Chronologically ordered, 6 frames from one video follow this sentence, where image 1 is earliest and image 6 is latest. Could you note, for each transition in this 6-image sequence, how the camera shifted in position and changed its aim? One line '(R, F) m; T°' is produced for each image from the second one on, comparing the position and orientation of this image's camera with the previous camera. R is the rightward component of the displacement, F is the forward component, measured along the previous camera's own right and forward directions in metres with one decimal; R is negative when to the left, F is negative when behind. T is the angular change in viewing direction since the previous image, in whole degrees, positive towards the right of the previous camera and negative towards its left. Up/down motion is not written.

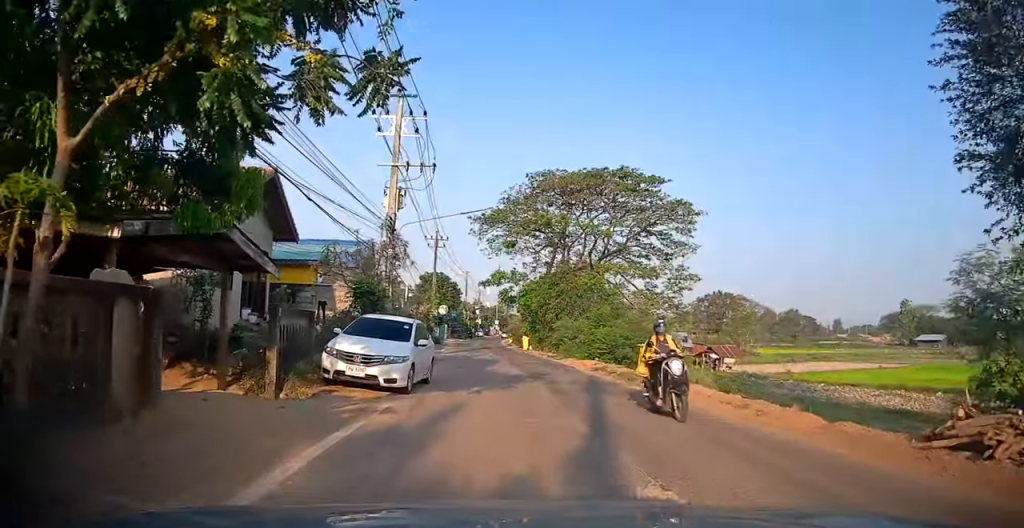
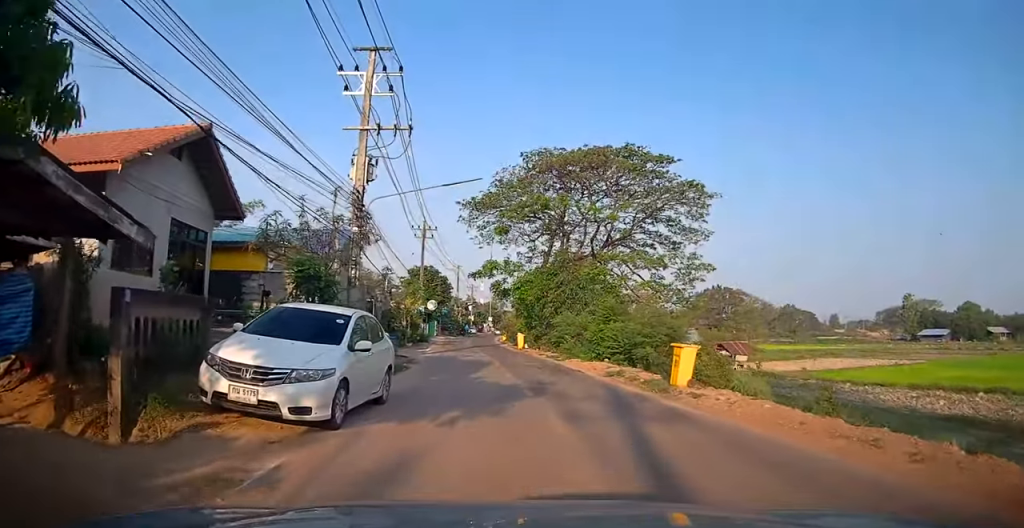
(0.0, +4.2) m; -1°
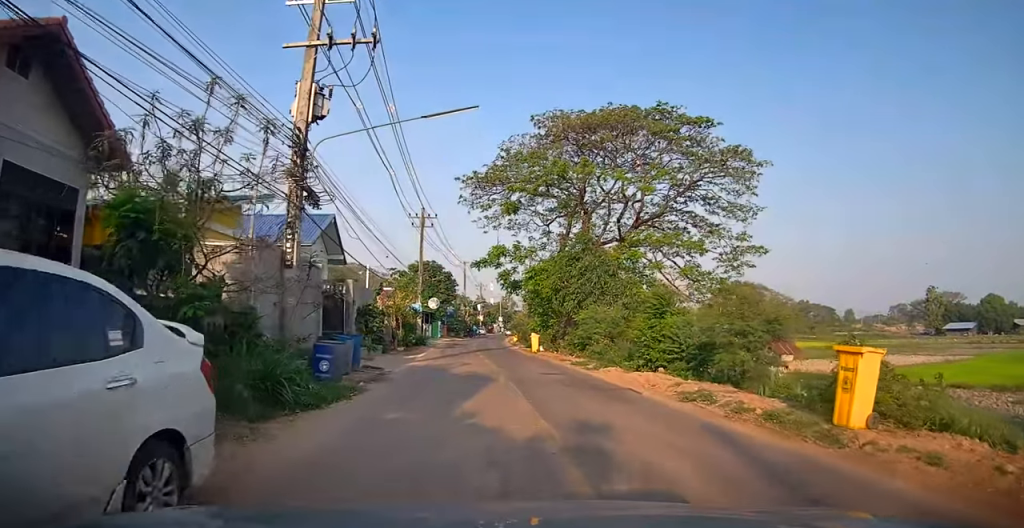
(-0.1, +6.1) m; -1°
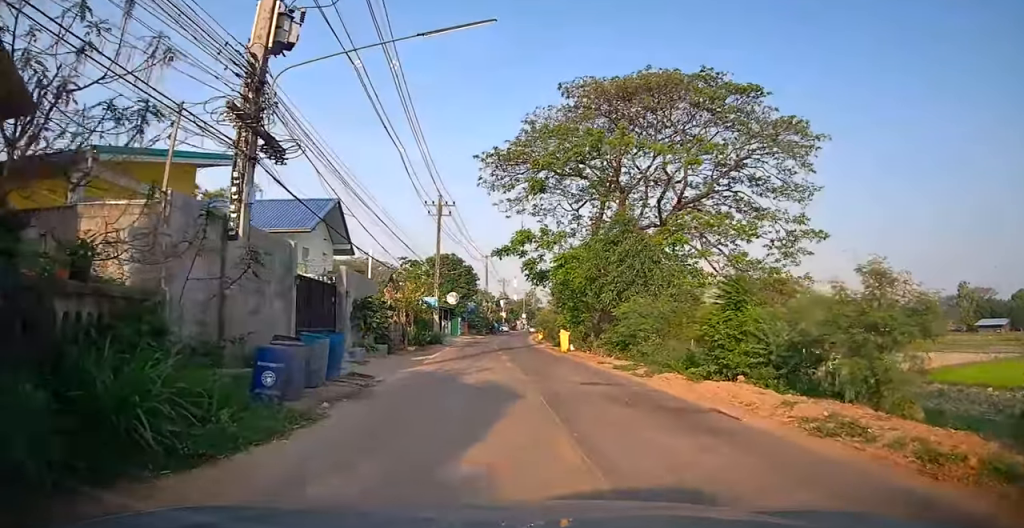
(0.0, +3.8) m; -1°
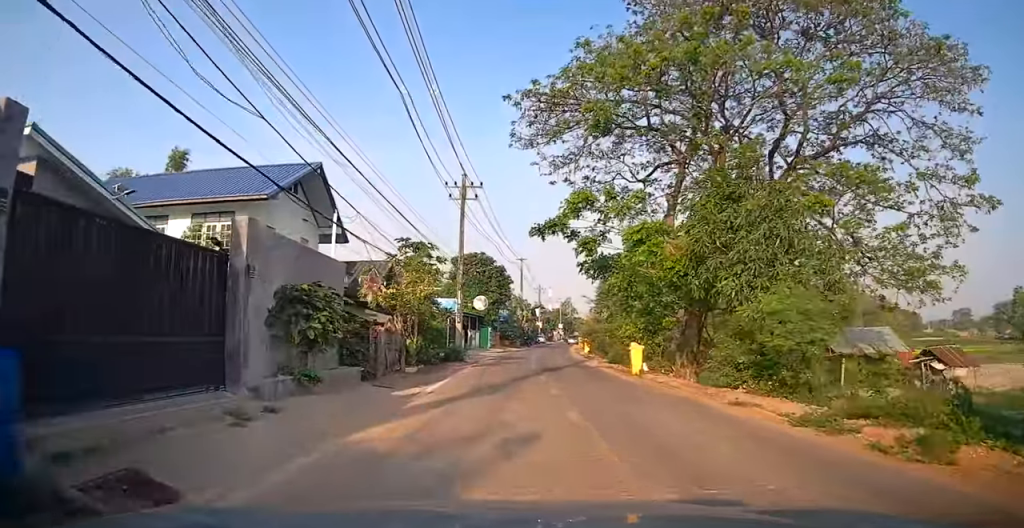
(-0.1, +8.9) m; -3°
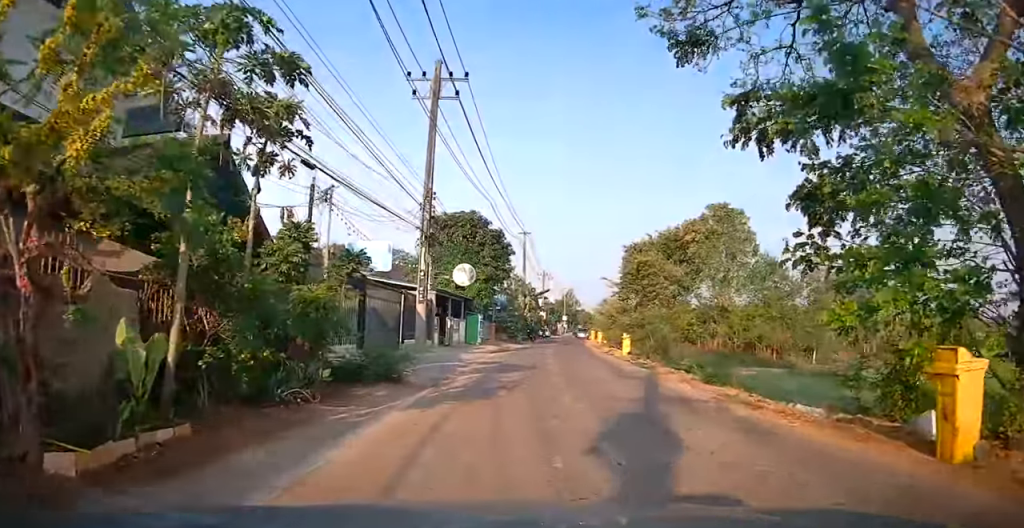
(-0.5, +15.5) m; -3°
